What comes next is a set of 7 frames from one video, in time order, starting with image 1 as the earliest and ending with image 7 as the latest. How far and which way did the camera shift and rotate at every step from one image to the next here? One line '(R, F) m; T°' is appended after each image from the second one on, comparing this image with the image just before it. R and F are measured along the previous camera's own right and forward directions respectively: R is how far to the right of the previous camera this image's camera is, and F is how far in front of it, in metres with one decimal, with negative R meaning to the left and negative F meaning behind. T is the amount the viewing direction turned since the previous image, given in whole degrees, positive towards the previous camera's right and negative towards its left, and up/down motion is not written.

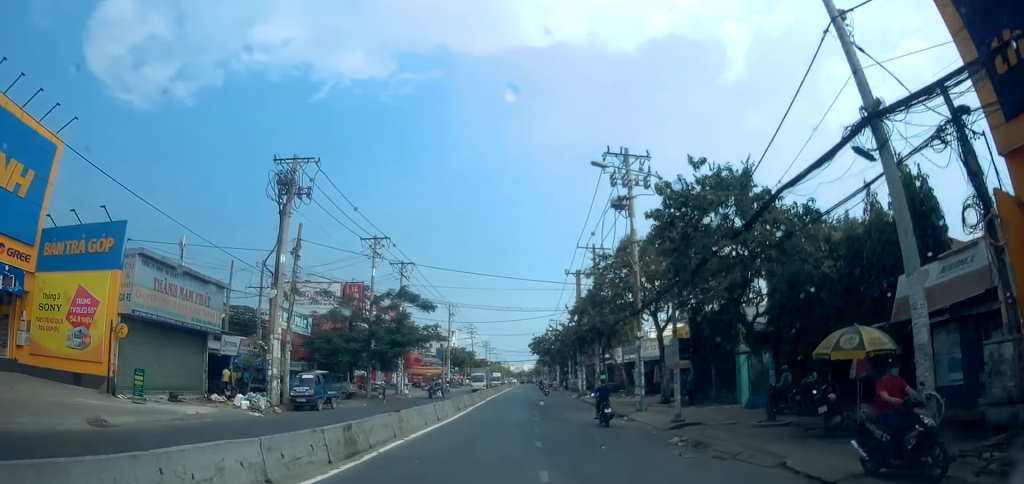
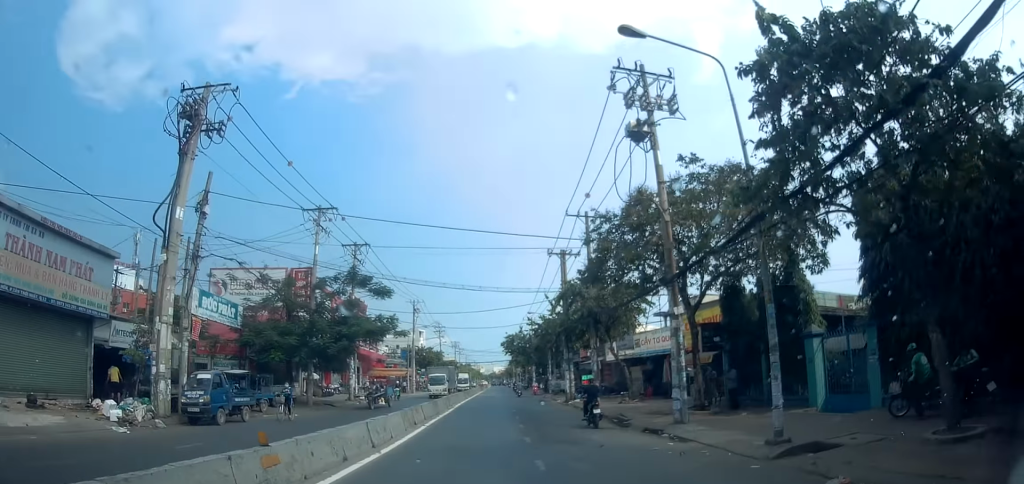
(+0.1, +7.4) m; +3°
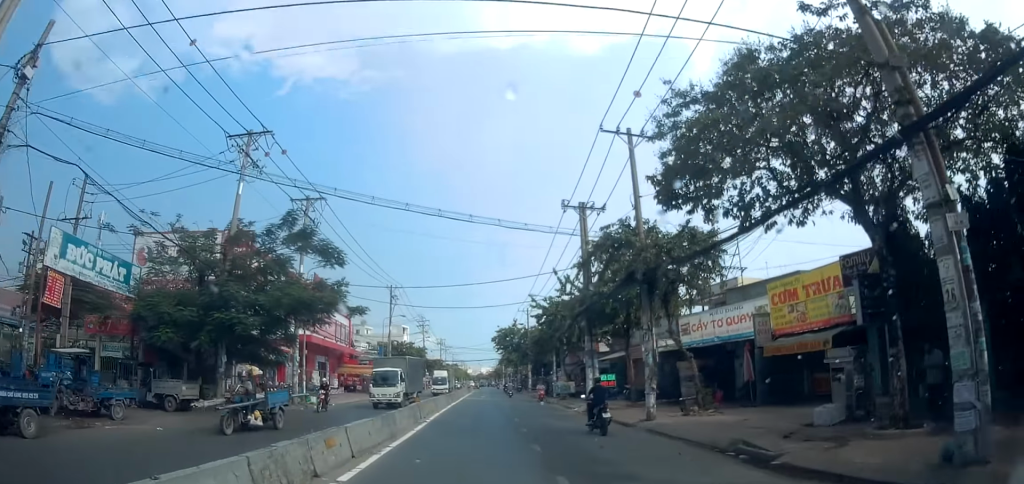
(+0.4, +10.3) m; +3°
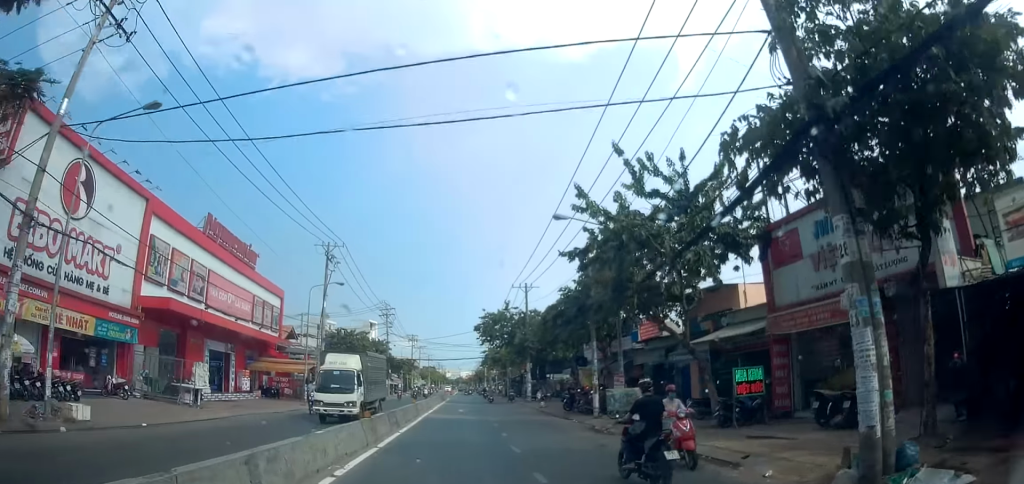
(0.0, +19.8) m; +1°
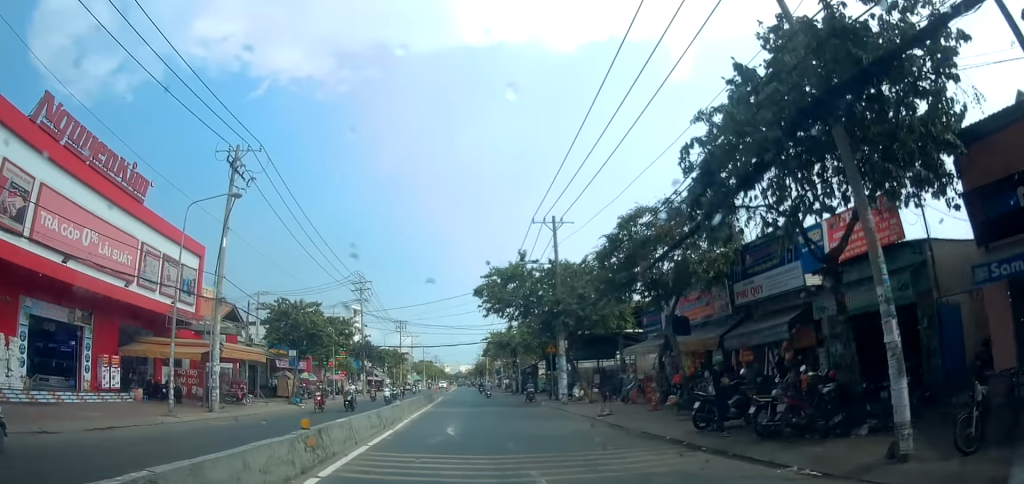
(+0.4, +16.9) m; 0°
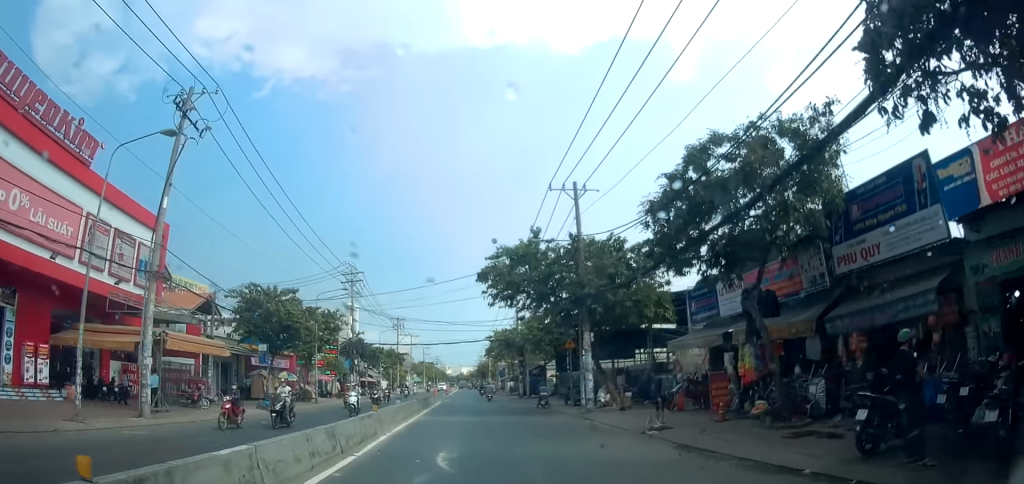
(-0.1, +5.6) m; 0°
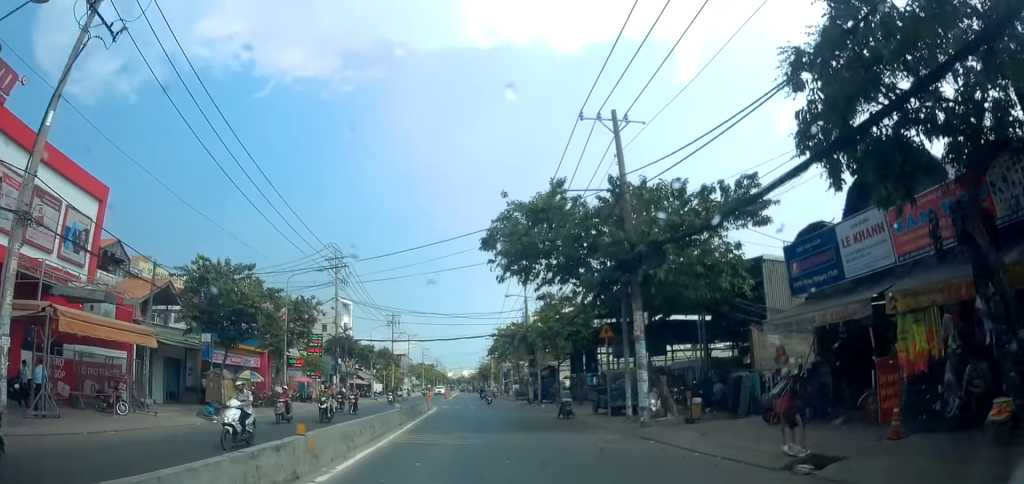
(-0.2, +6.9) m; 0°
